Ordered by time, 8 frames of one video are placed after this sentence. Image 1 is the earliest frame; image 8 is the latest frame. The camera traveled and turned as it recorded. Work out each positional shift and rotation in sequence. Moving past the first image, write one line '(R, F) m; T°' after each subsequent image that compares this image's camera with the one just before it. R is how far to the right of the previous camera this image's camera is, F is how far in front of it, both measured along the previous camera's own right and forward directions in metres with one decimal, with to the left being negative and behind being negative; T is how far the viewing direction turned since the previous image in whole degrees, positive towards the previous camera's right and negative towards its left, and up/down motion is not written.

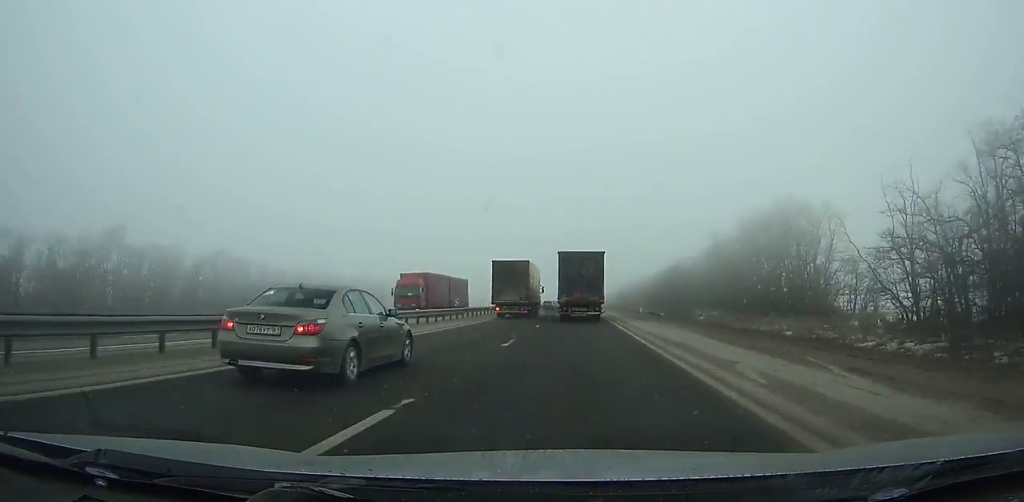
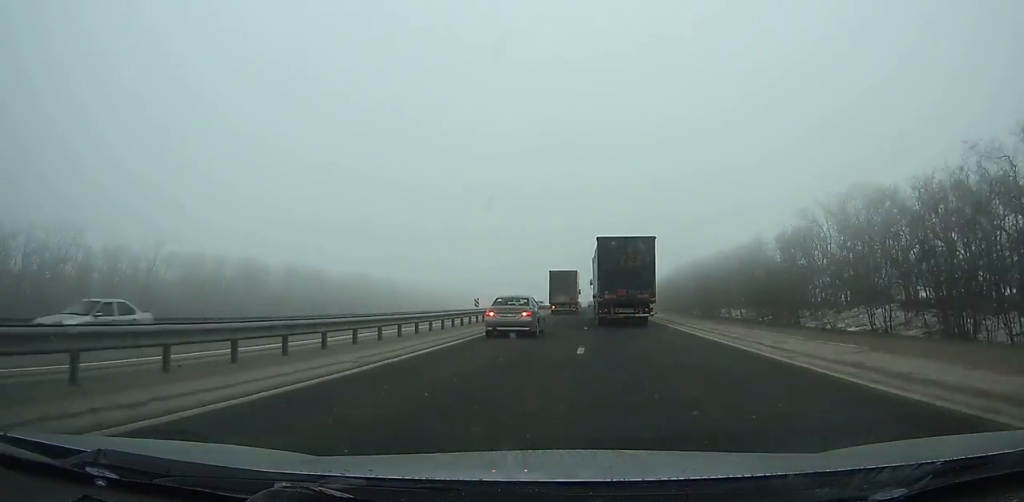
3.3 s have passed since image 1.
(-0.7, +88.0) m; 0°
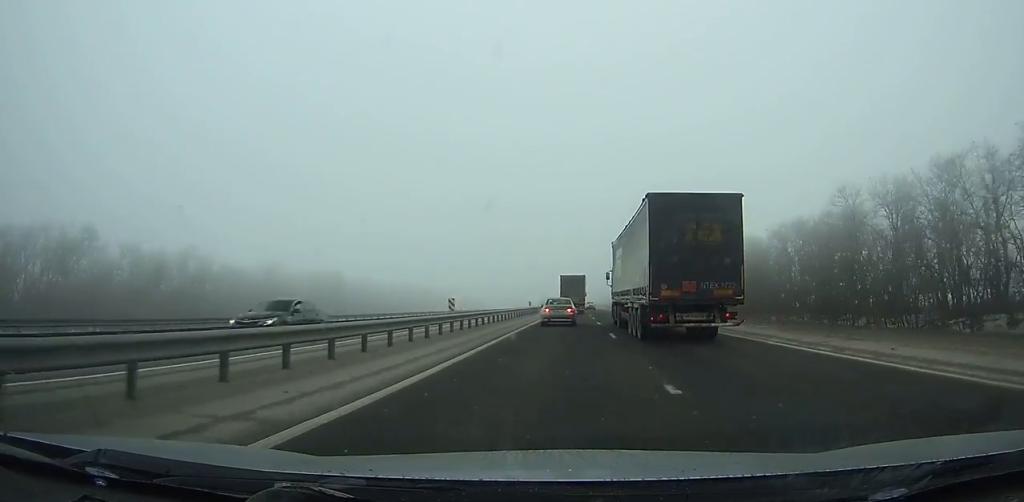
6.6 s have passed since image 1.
(+0.5, +90.9) m; 0°
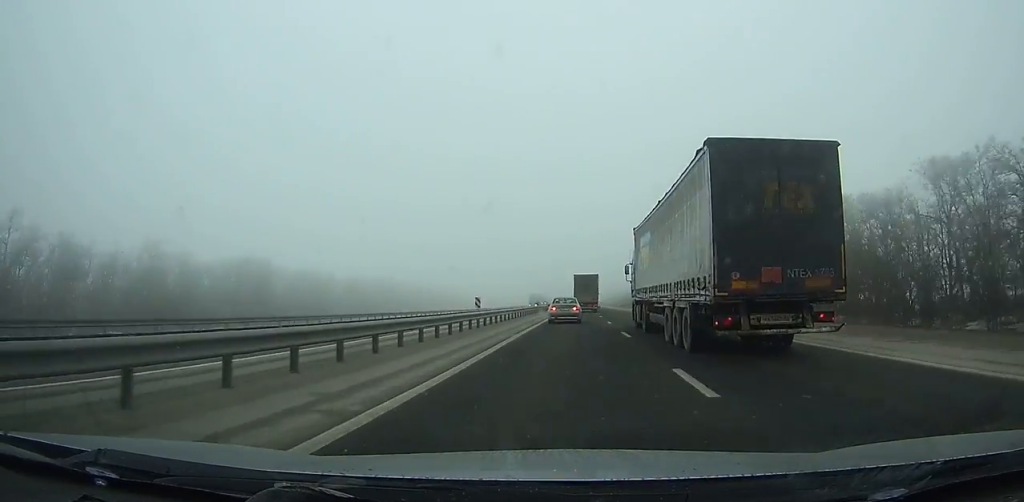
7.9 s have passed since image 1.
(0.0, +37.0) m; 0°
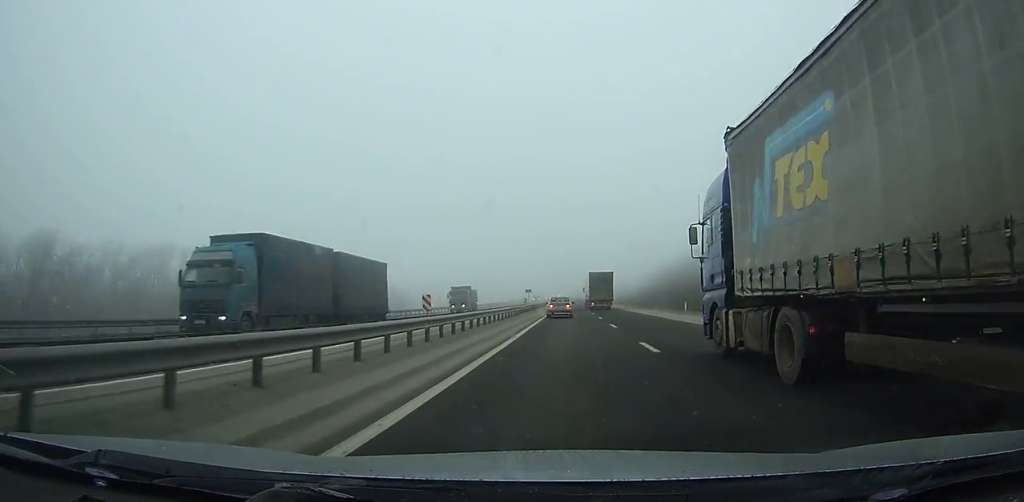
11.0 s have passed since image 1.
(+0.3, +89.3) m; 0°
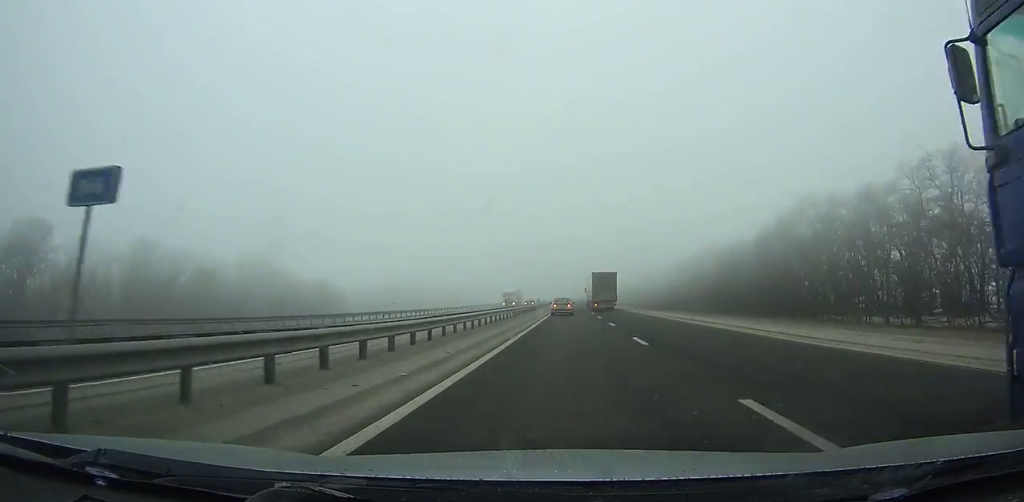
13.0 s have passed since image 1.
(+0.2, +58.8) m; 0°
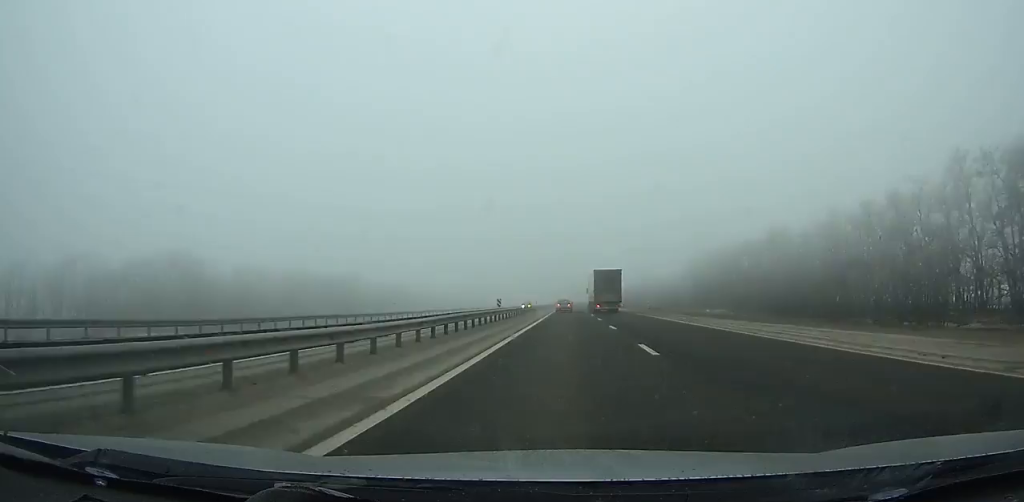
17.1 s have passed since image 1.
(+0.5, +123.4) m; 0°
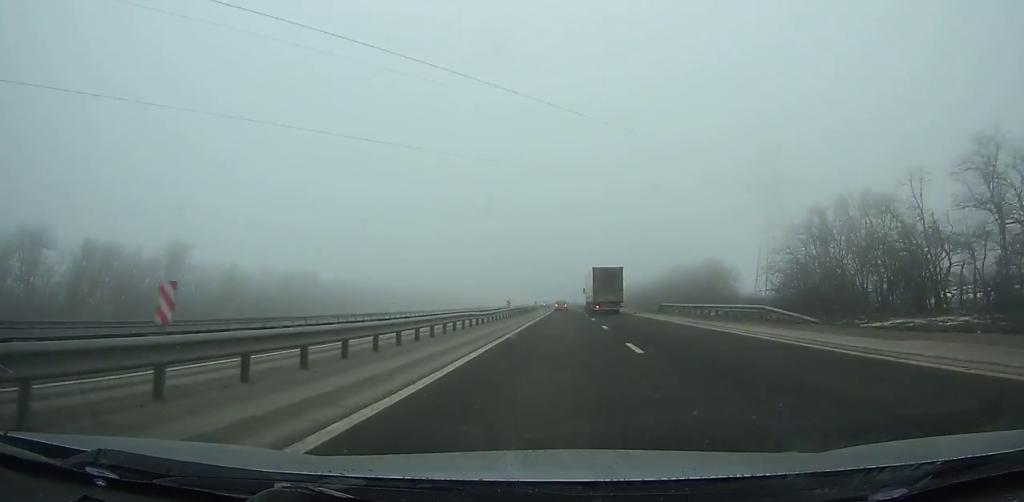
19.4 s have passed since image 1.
(0.0, +70.5) m; 0°
